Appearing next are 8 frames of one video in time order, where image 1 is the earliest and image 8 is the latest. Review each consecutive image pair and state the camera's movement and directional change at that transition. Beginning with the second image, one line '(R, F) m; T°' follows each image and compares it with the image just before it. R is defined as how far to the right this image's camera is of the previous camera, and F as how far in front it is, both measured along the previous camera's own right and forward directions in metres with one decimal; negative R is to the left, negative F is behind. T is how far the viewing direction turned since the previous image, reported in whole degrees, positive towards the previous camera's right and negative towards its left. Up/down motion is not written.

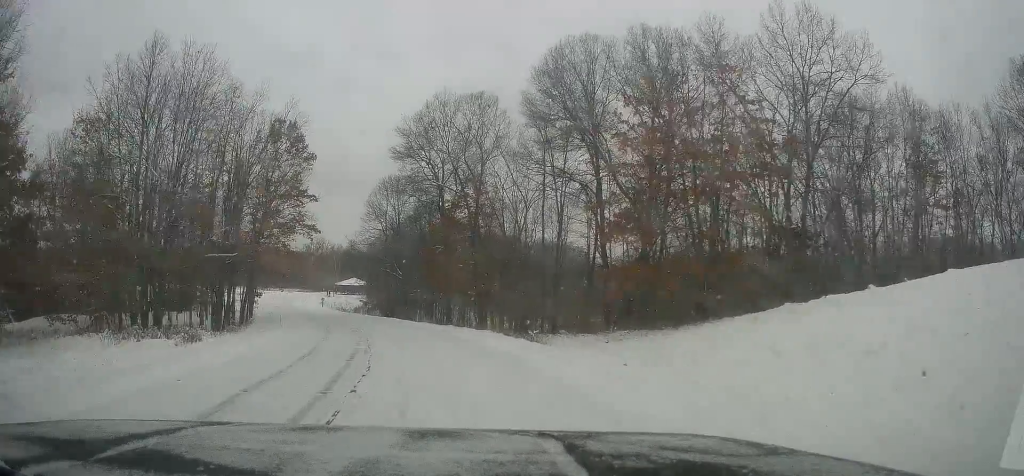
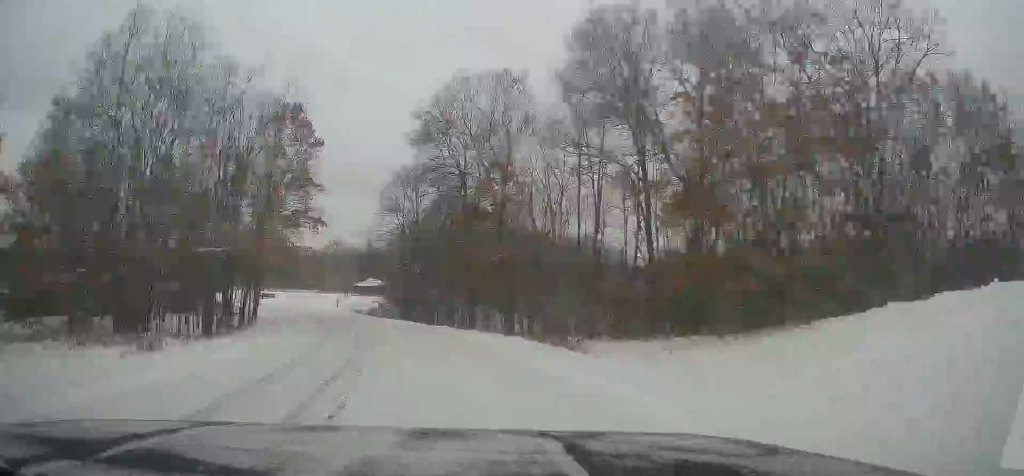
(-0.2, +5.7) m; -3°
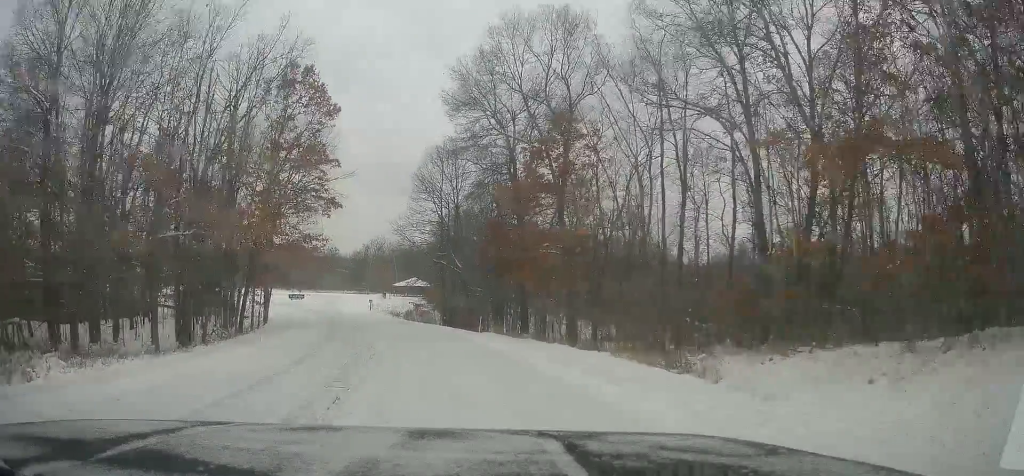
(-0.3, +9.5) m; -5°
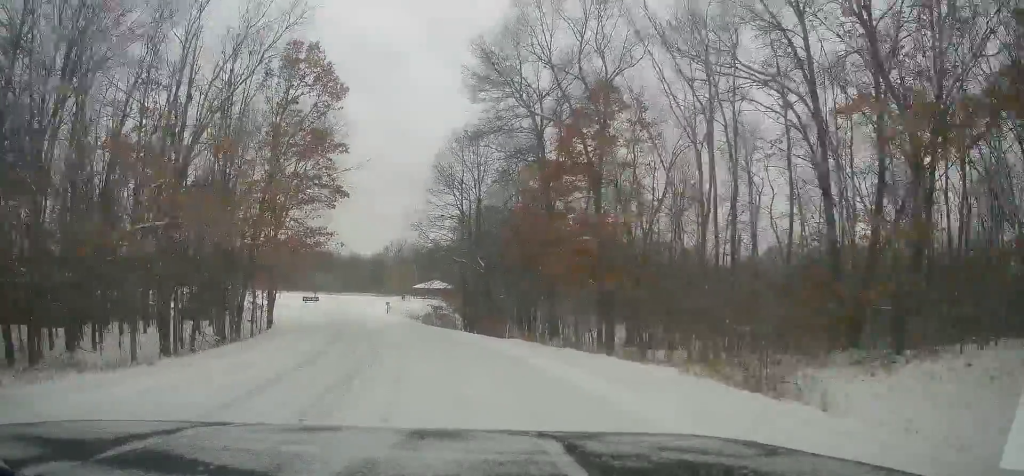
(-0.2, +4.3) m; -2°
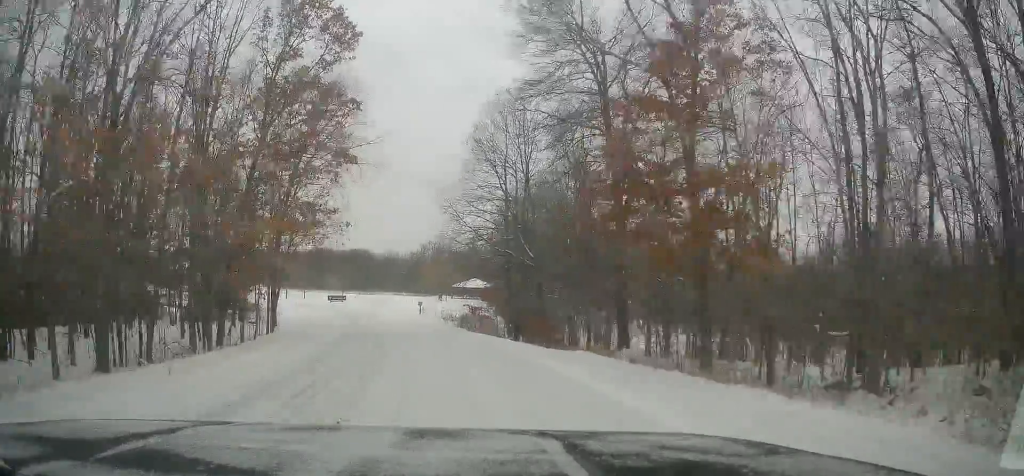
(0.0, +8.4) m; -1°
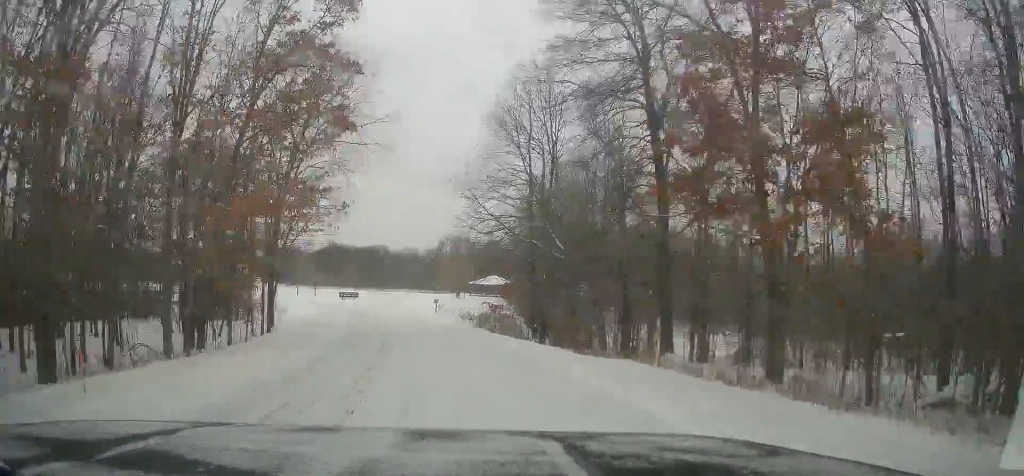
(0.0, +4.3) m; -2°
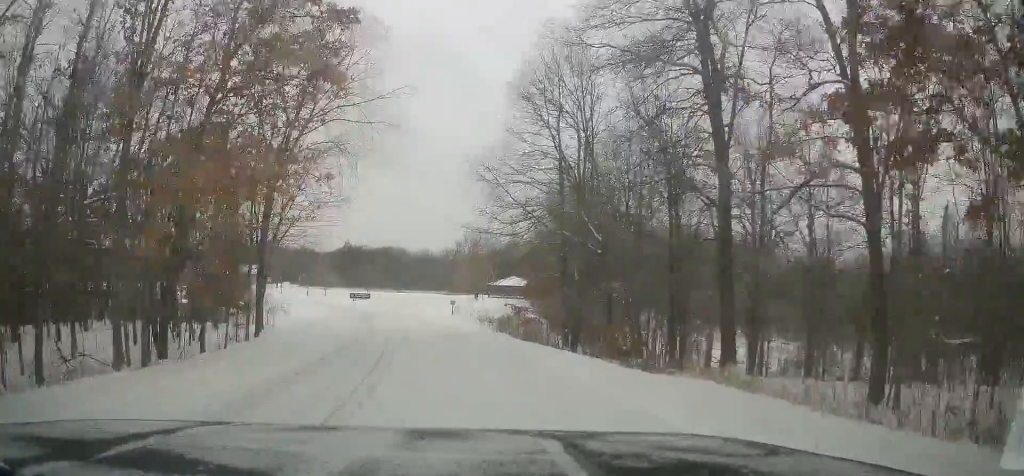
(0.0, +5.1) m; -2°
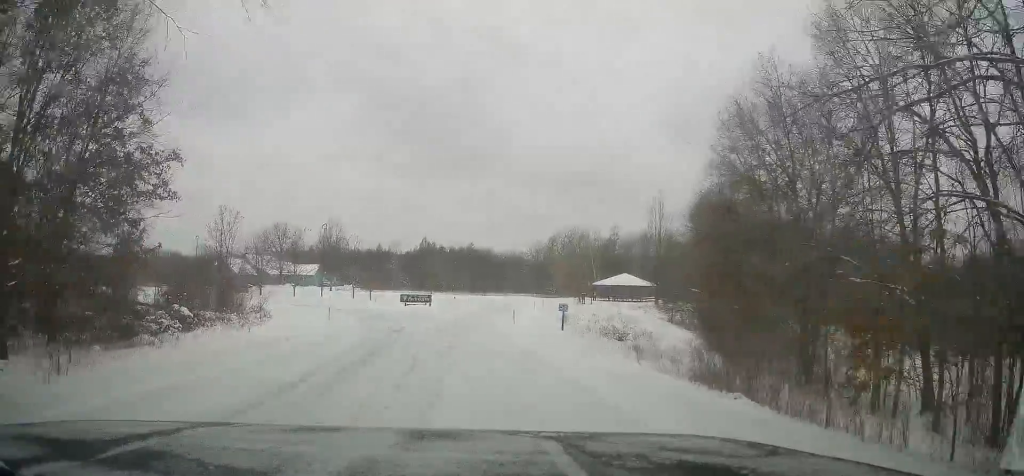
(-1.9, +26.3) m; -9°
